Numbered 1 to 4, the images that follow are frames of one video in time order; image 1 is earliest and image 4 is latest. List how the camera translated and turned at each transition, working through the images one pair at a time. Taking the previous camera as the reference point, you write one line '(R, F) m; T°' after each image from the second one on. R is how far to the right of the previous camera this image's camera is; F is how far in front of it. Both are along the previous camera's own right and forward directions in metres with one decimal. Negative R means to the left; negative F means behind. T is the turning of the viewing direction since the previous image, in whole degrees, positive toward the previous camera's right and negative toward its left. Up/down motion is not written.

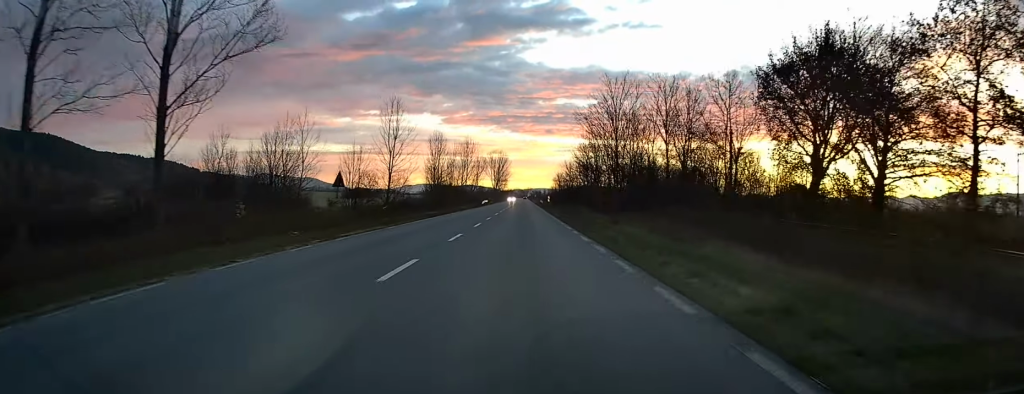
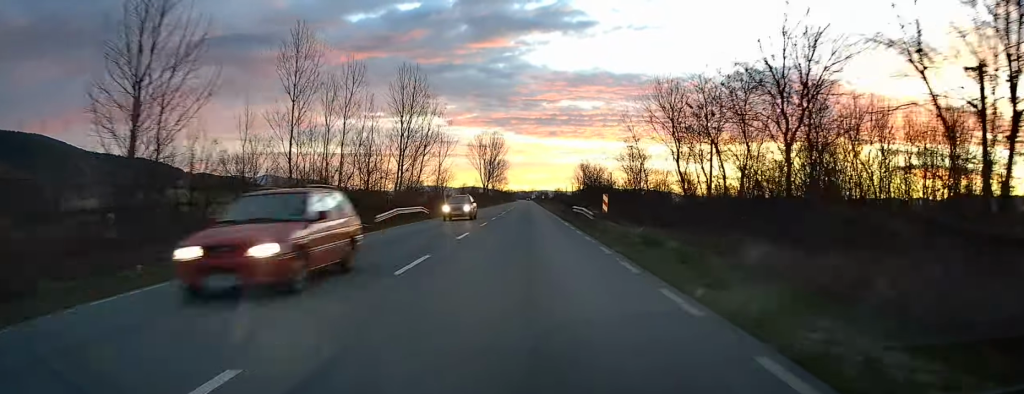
(-1.3, +81.3) m; -1°
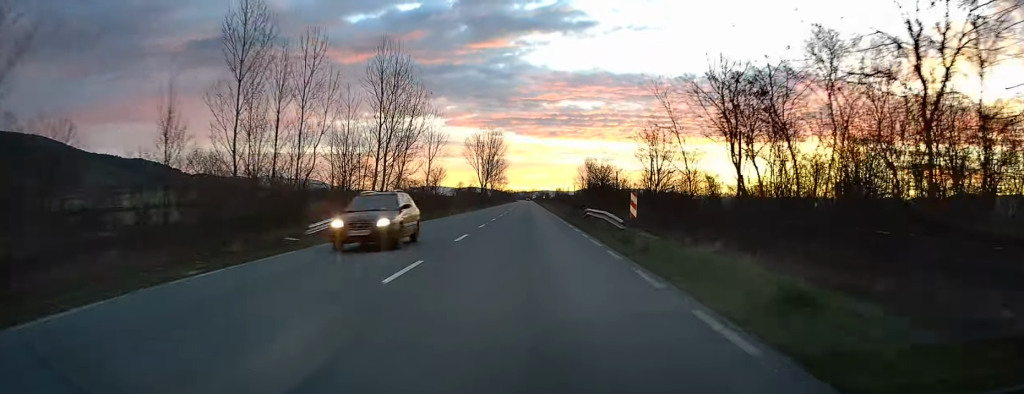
(0.0, +9.9) m; 0°
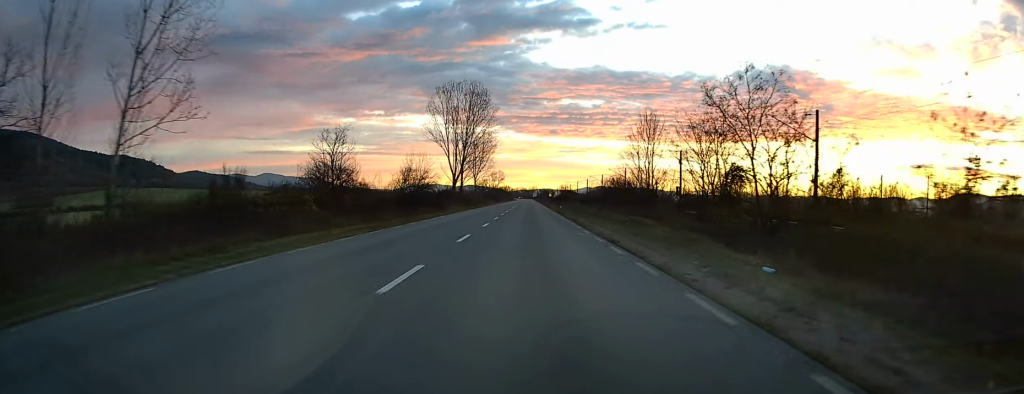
(0.0, +63.5) m; 0°
